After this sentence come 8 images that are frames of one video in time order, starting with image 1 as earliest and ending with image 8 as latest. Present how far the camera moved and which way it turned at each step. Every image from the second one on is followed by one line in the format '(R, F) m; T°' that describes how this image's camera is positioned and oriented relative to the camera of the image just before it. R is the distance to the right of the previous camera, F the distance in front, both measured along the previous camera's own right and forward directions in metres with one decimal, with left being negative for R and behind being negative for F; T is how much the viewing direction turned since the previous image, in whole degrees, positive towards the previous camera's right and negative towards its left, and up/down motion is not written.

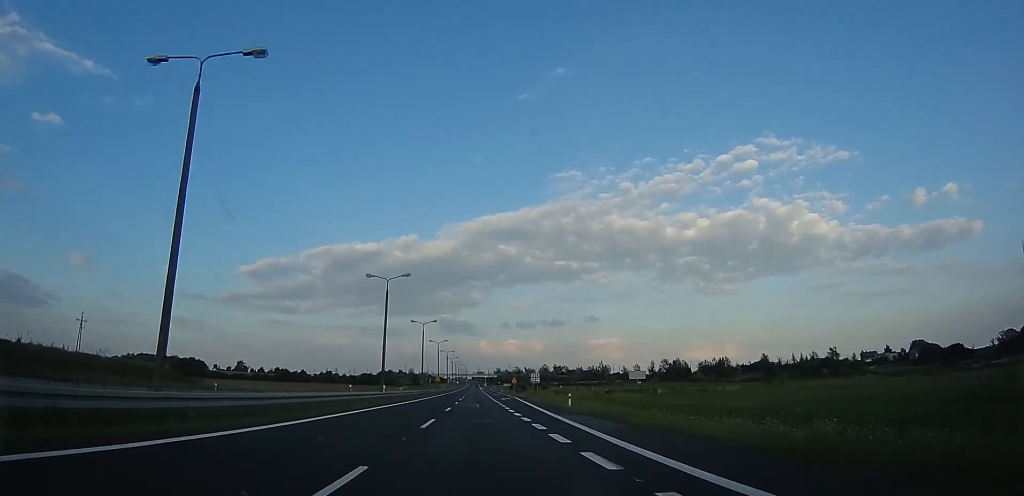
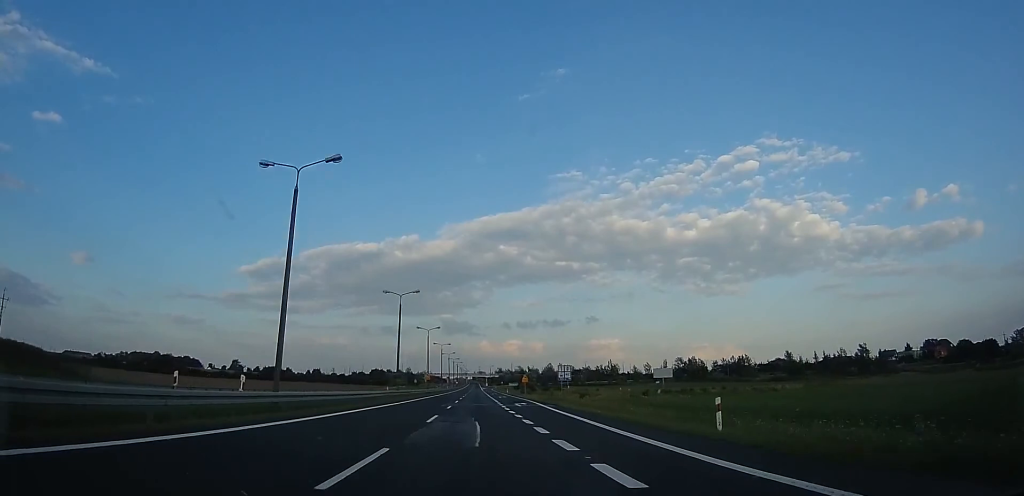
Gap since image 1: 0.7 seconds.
(-0.7, +21.5) m; 0°
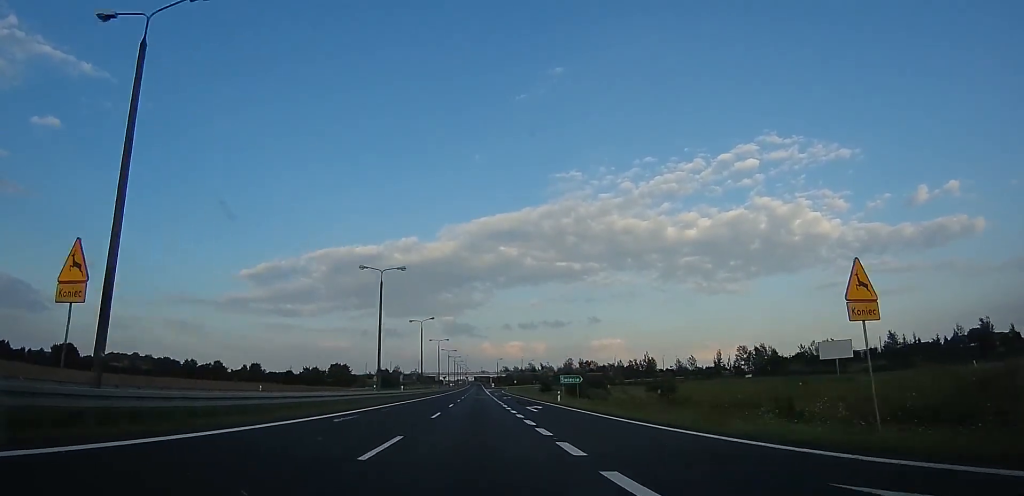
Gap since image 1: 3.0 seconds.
(+1.9, +69.6) m; 0°
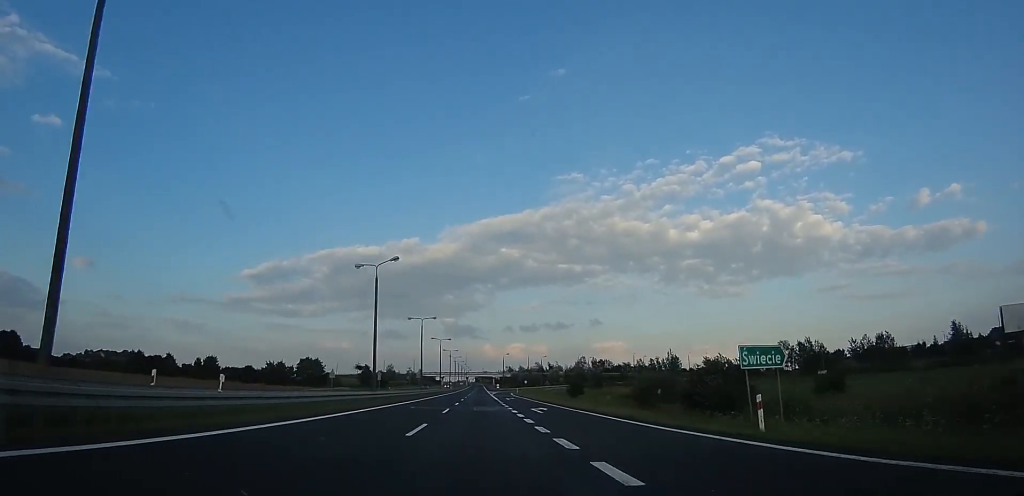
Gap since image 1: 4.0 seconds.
(-0.3, +31.3) m; 0°
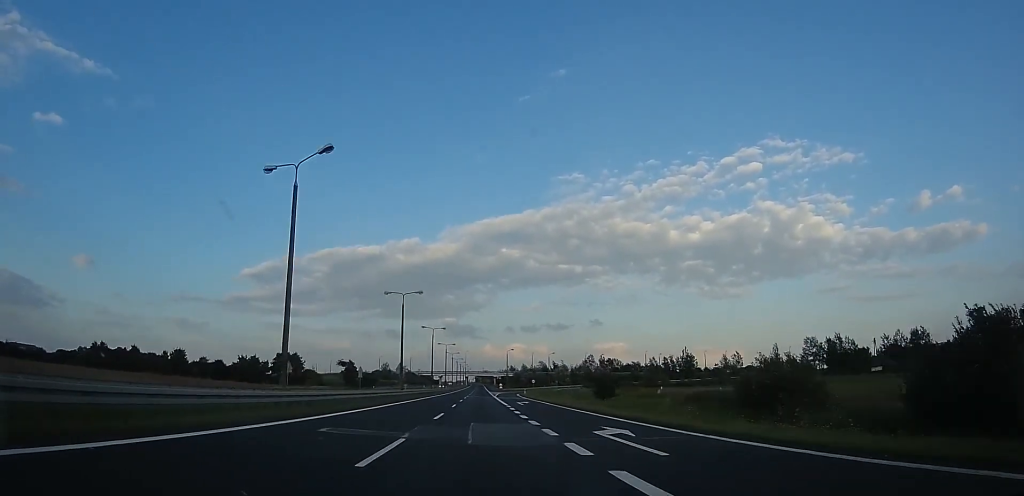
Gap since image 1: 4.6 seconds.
(+0.9, +17.2) m; 0°
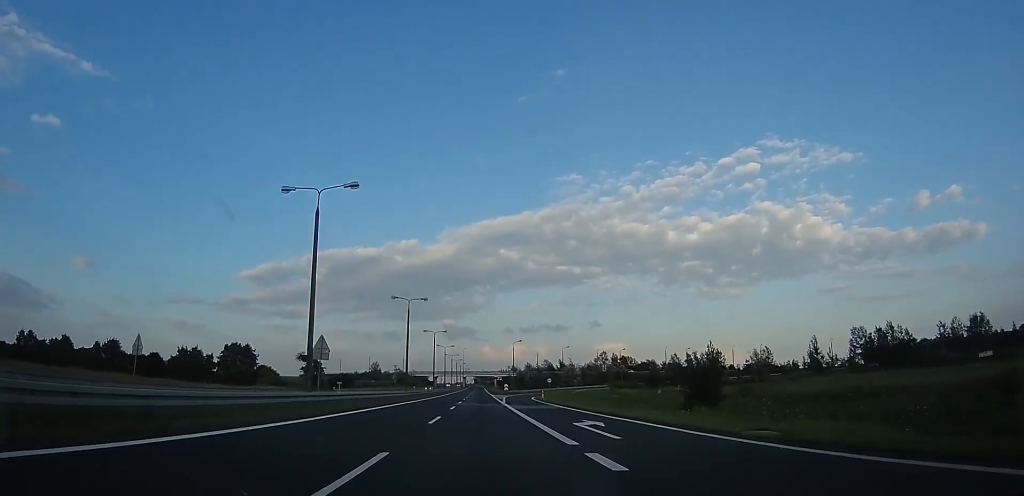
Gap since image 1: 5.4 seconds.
(-1.2, +26.3) m; 0°
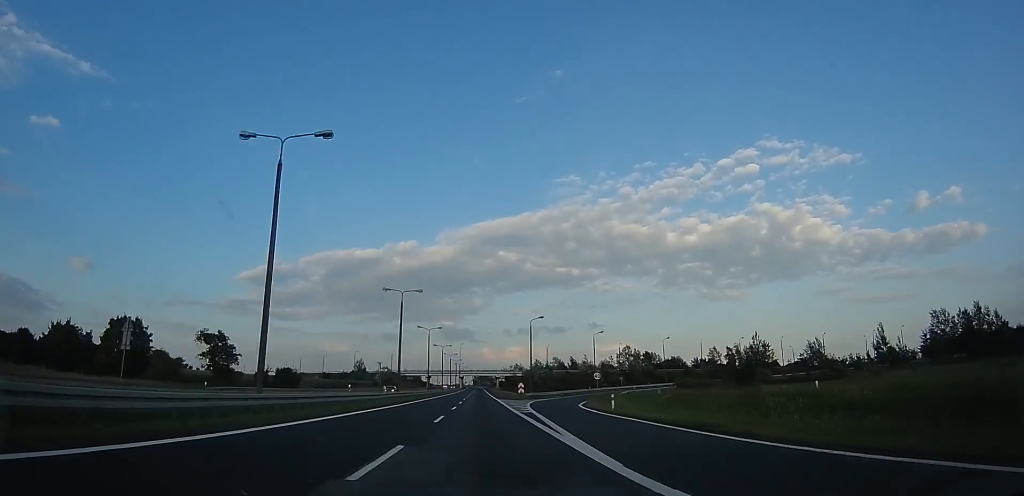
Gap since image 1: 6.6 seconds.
(+1.3, +34.4) m; +3°
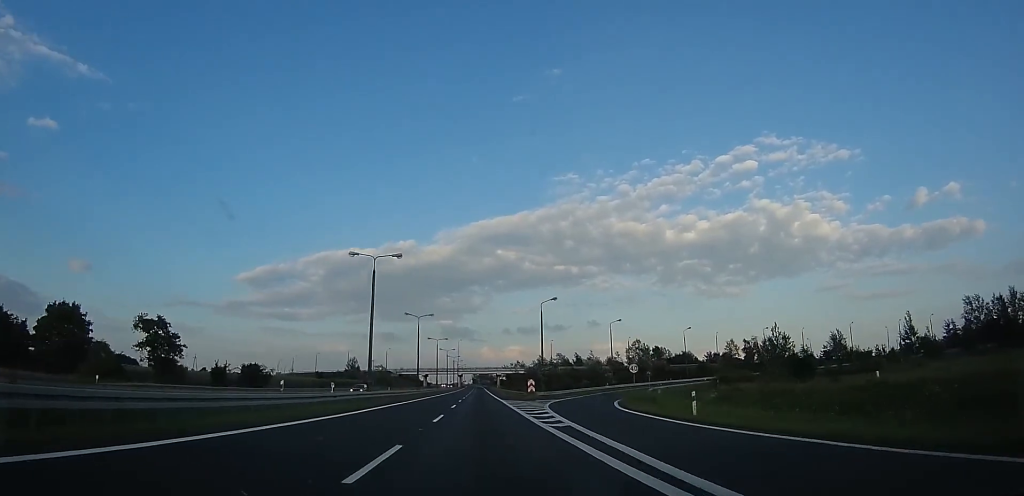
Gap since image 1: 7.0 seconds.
(0.0, +12.2) m; -1°
